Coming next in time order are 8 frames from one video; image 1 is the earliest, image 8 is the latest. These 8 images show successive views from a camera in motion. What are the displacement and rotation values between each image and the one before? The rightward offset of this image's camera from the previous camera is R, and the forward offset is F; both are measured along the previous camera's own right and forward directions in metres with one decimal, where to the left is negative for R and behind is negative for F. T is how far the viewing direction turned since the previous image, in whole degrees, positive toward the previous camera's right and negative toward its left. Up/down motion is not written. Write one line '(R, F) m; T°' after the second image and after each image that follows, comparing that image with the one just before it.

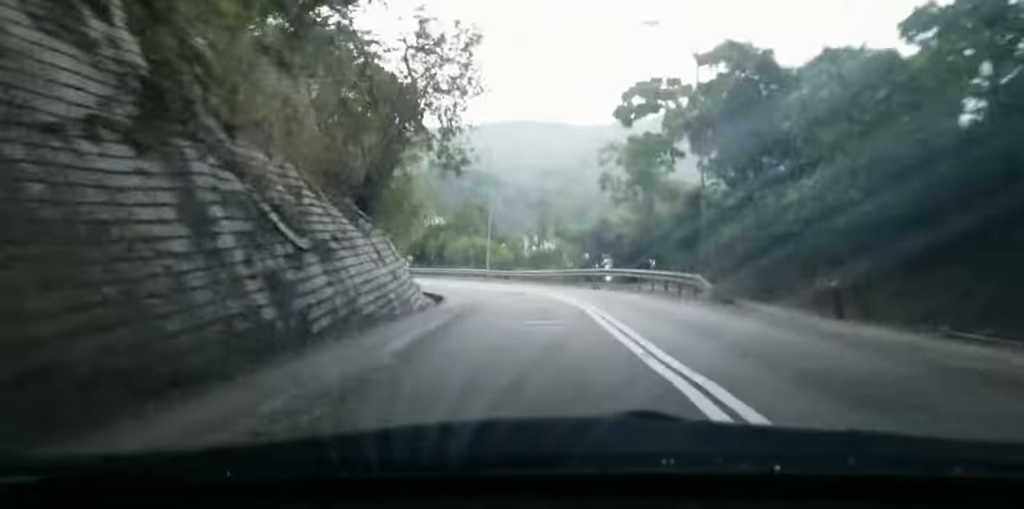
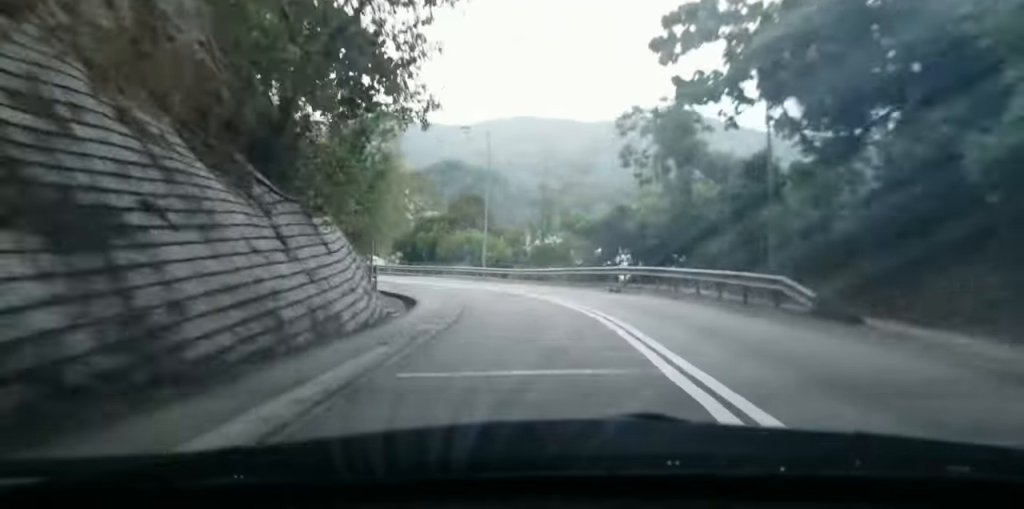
(+0.1, +7.8) m; -2°
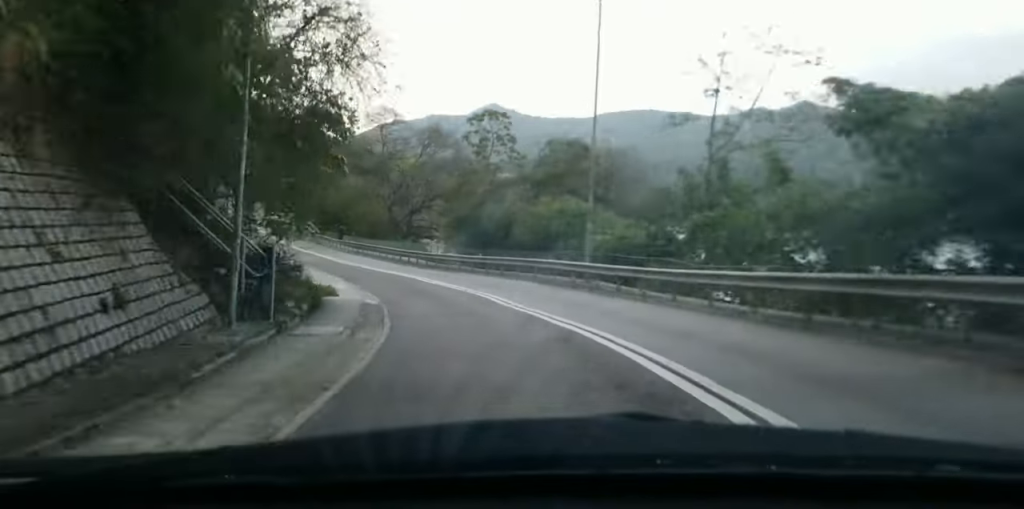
(-1.8, +26.4) m; -9°
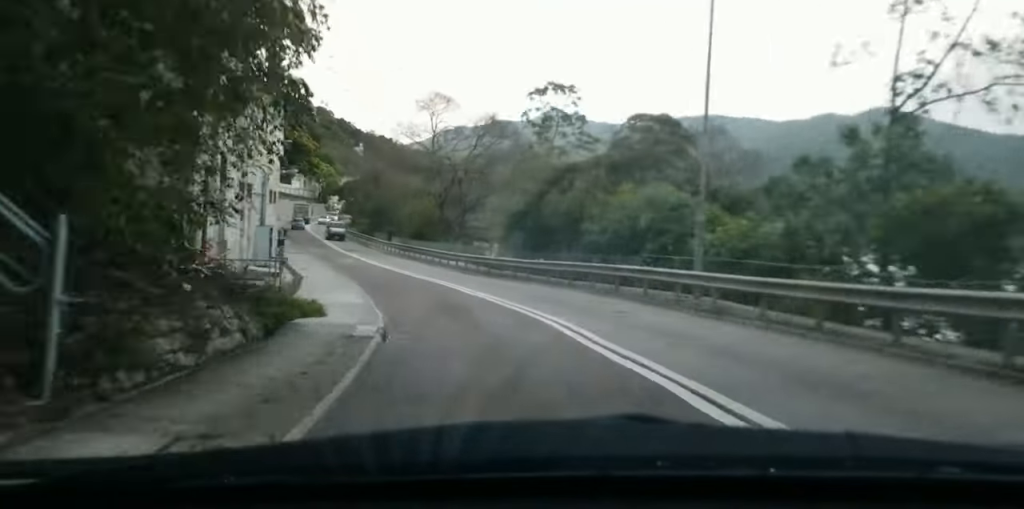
(0.0, +8.2) m; -4°
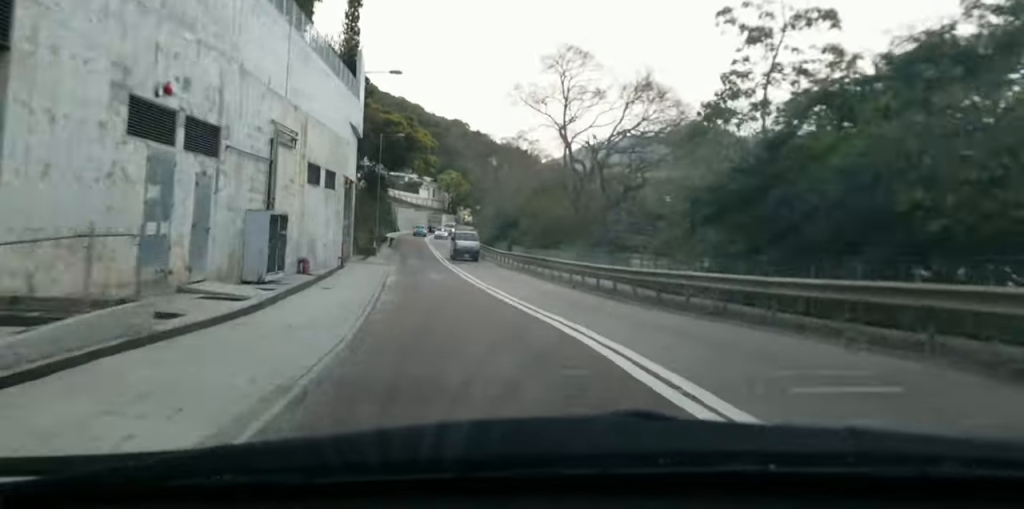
(-1.7, +15.9) m; -12°
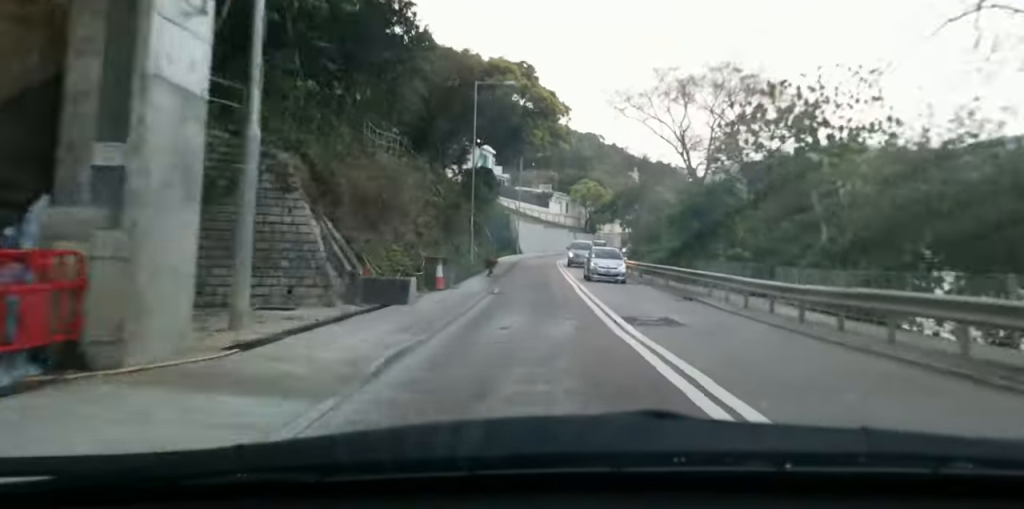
(-3.1, +32.5) m; -5°
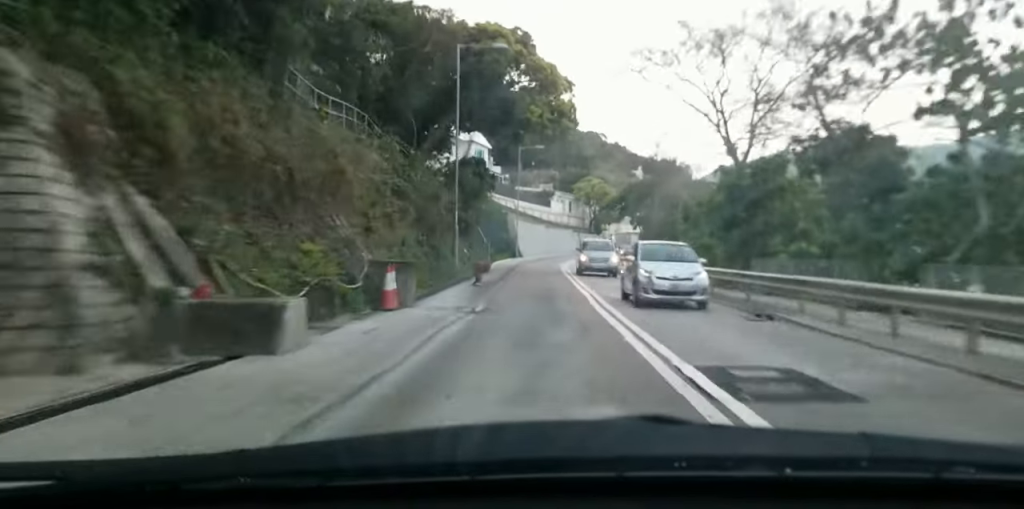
(0.0, +8.8) m; 0°
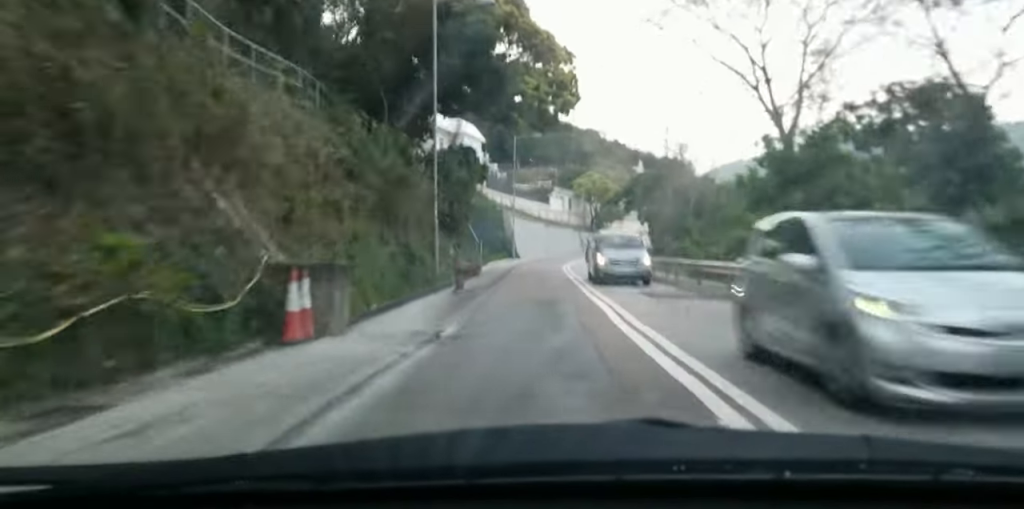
(0.0, +6.3) m; 0°
